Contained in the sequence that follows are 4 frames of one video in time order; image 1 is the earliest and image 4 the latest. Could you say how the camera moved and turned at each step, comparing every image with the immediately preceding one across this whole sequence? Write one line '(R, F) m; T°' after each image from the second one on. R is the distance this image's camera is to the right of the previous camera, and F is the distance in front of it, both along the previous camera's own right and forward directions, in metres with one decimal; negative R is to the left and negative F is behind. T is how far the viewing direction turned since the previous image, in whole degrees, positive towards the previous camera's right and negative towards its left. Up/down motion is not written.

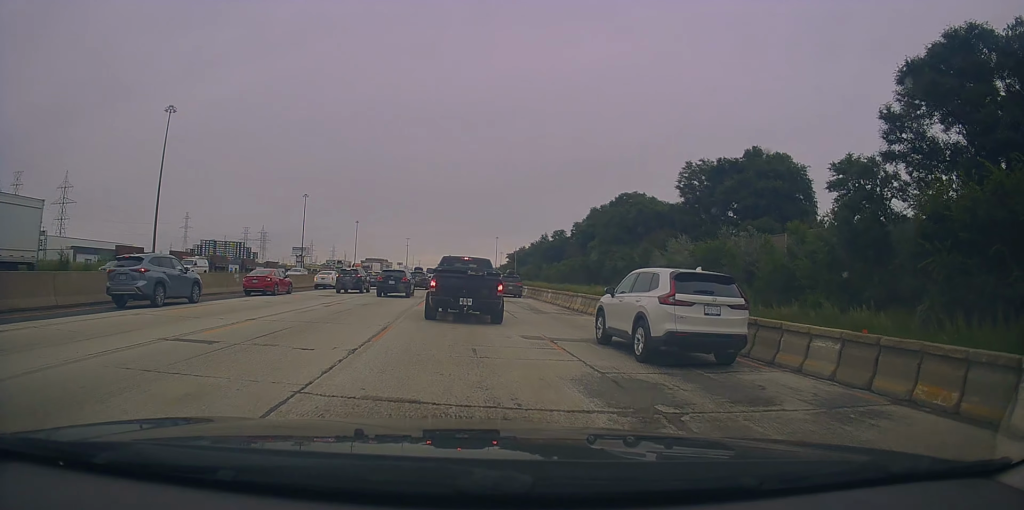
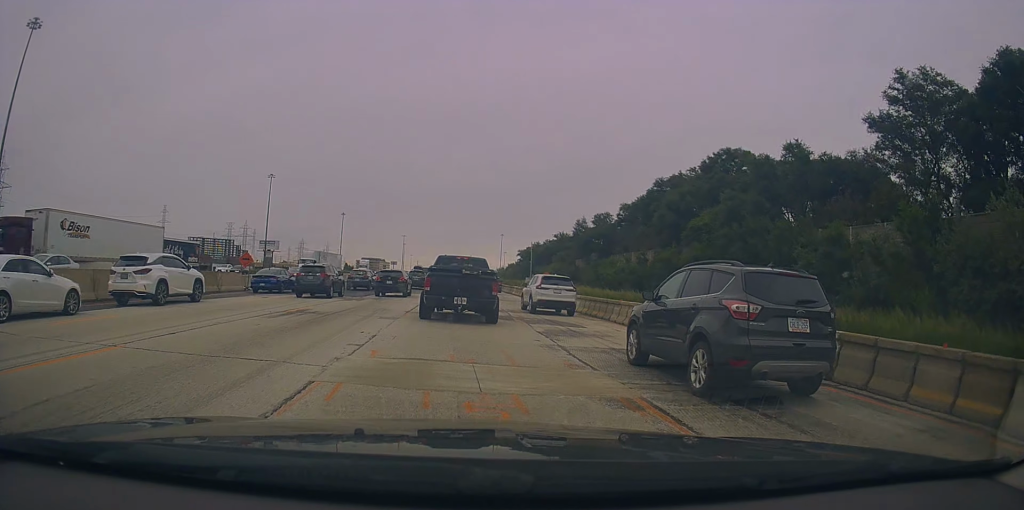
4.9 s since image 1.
(-0.5, +41.7) m; -2°
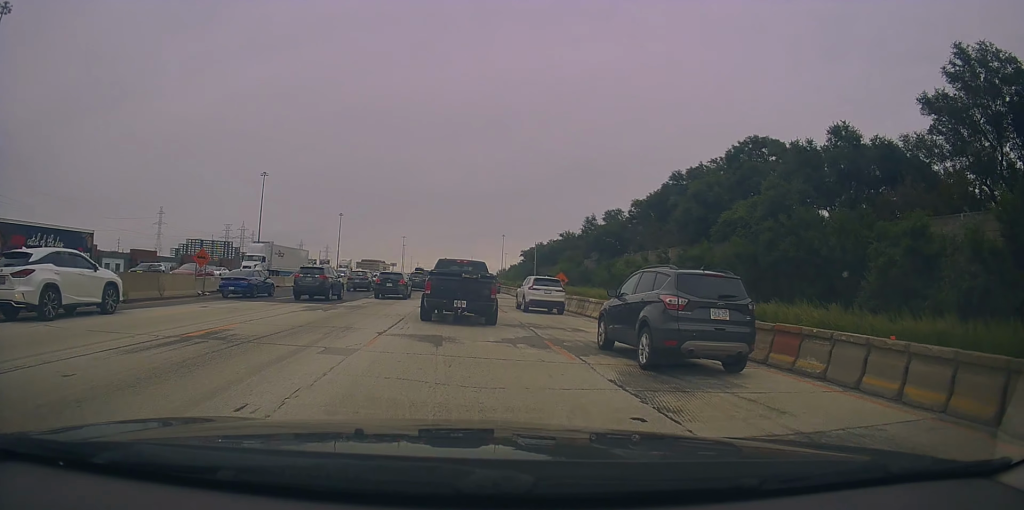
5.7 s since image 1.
(+0.2, +6.7) m; +4°
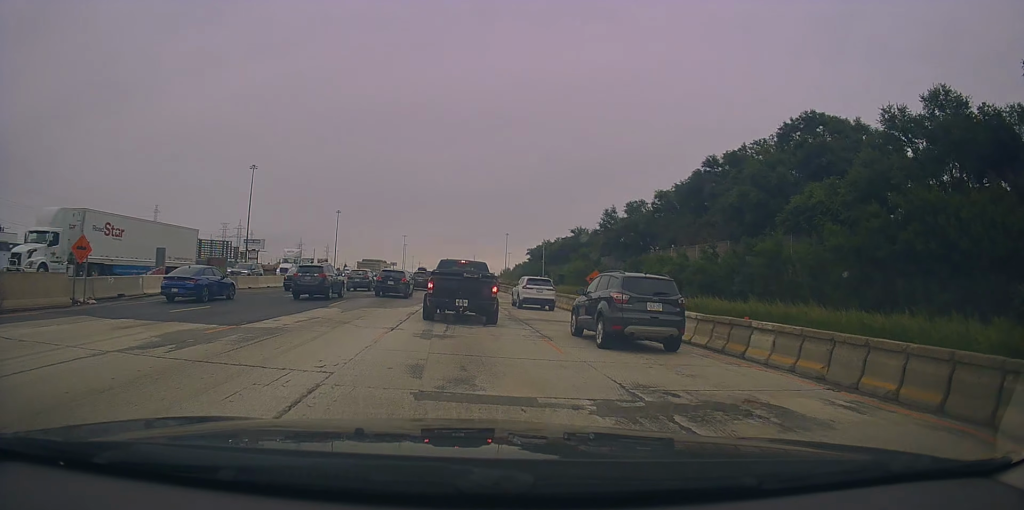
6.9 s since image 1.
(+0.1, +11.0) m; -2°
